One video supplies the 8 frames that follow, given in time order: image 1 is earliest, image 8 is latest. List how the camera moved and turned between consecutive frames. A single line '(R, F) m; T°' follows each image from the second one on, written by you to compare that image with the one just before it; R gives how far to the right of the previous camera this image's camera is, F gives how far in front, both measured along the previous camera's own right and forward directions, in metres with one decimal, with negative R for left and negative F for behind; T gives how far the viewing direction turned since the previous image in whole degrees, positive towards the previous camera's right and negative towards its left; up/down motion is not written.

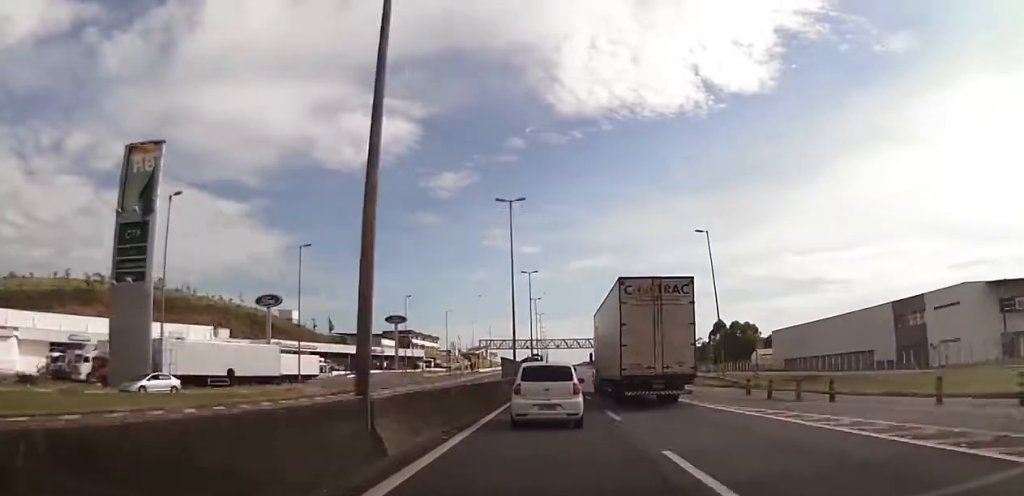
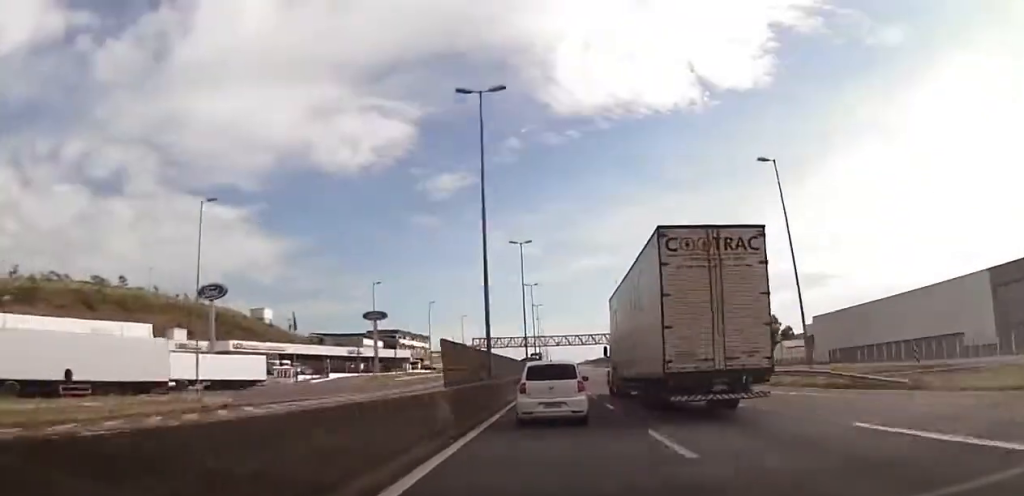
(+0.1, +21.0) m; +1°
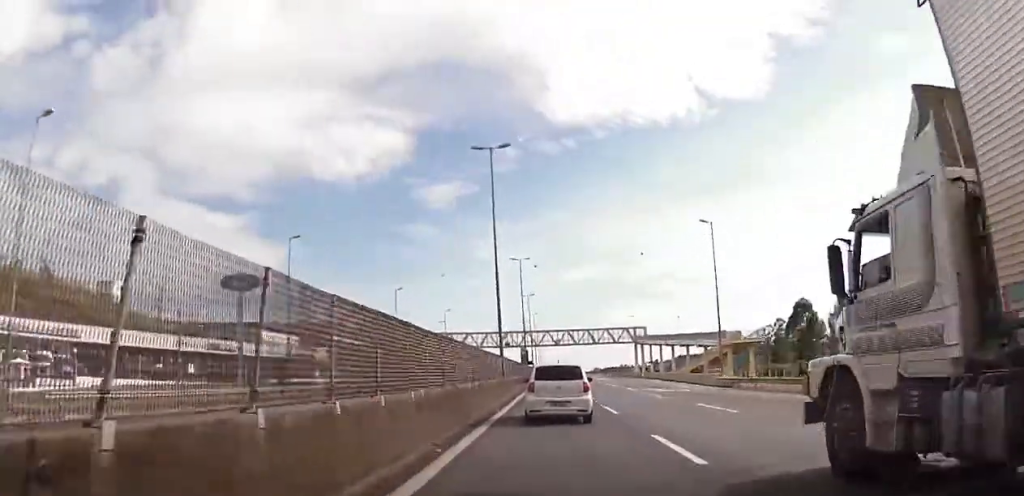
(+0.5, +70.4) m; 0°
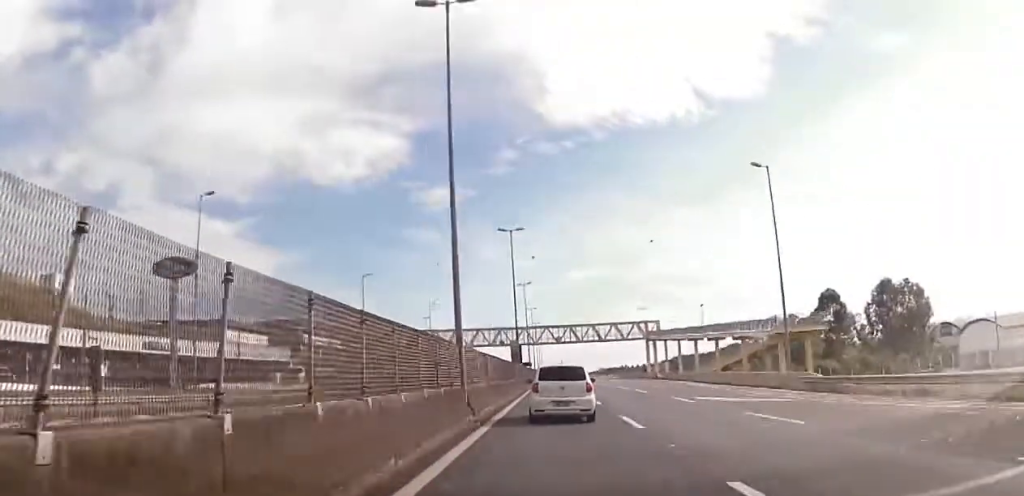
(+0.1, +17.3) m; 0°
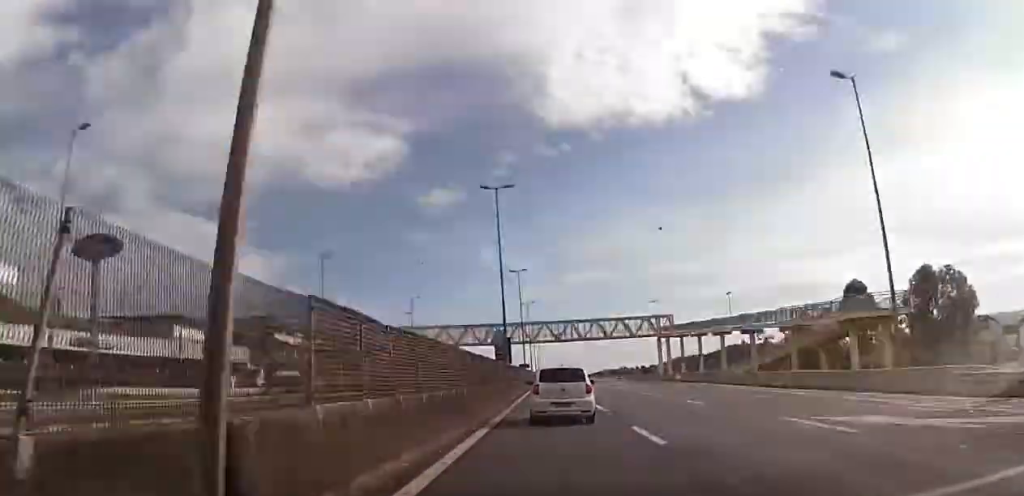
(+0.1, +14.8) m; 0°
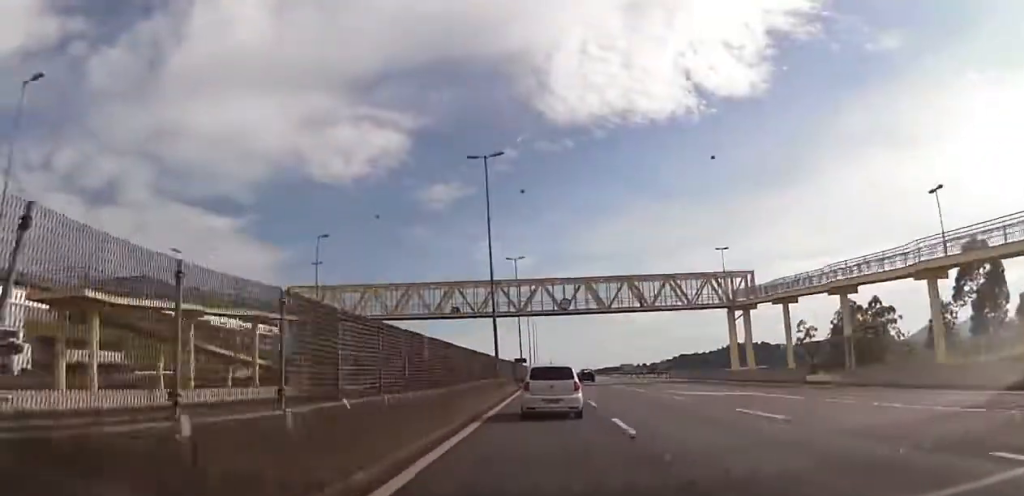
(-0.4, +44.6) m; 0°
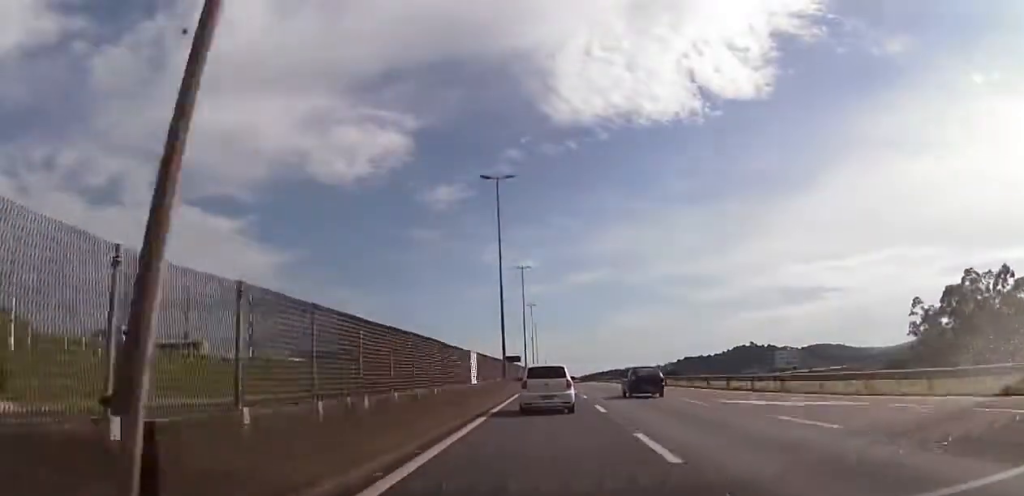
(+0.6, +74.7) m; -1°
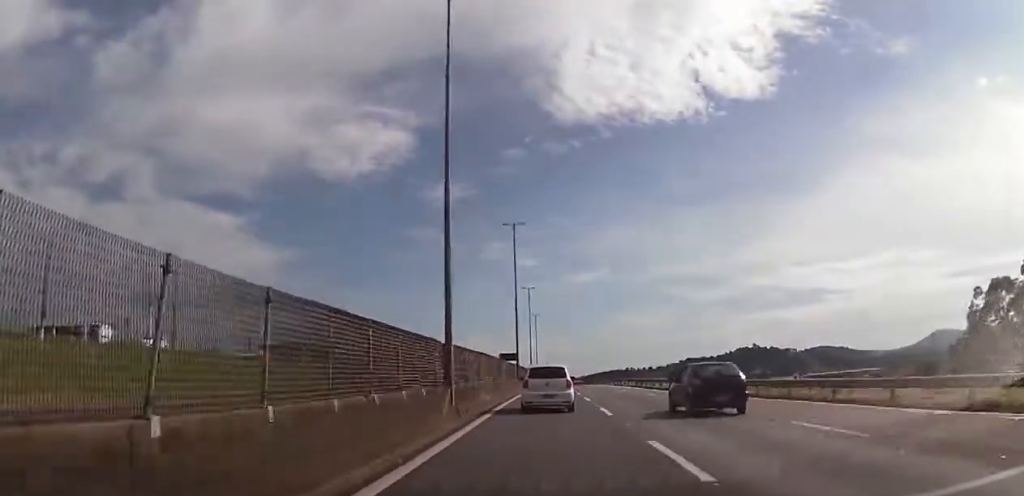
(-0.3, +24.8) m; 0°
